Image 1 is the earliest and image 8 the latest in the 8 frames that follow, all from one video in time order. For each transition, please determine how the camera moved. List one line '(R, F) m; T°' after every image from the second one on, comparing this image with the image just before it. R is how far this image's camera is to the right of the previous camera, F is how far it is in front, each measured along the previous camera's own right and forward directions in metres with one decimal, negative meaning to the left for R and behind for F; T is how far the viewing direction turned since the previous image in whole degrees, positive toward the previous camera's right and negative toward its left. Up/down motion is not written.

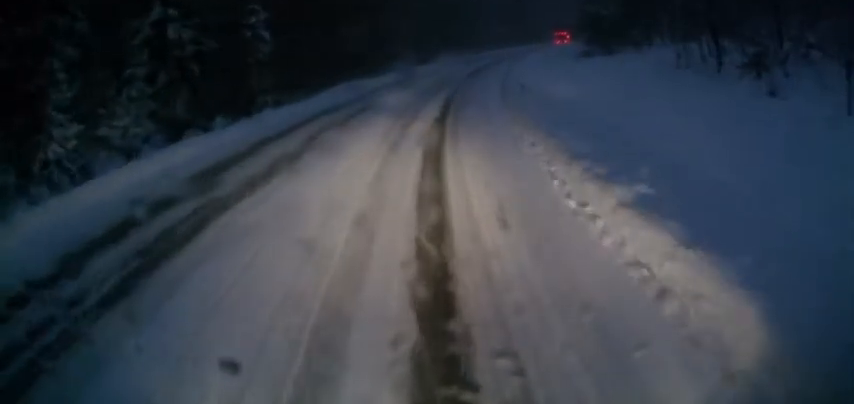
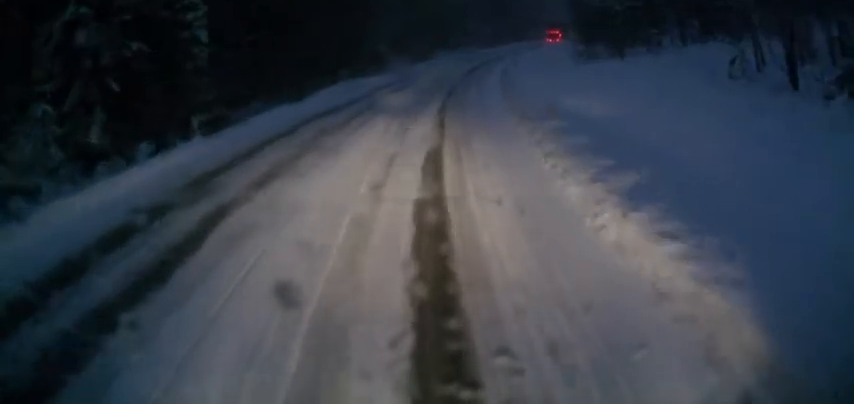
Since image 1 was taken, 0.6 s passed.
(-0.2, +6.2) m; 0°
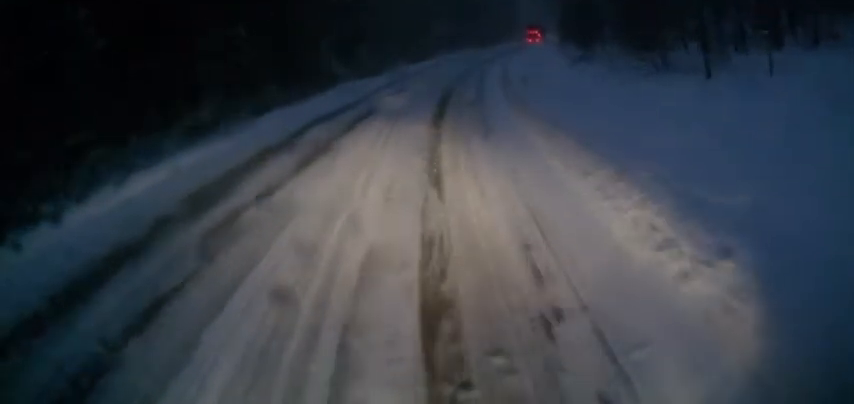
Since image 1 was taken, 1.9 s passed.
(+0.8, +12.9) m; +10°
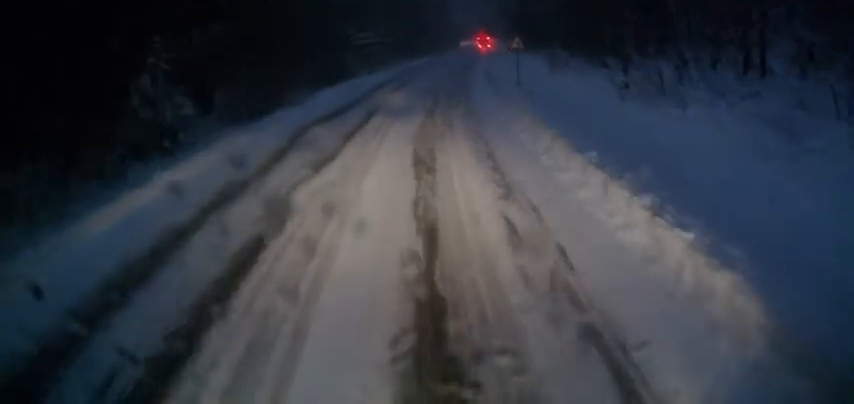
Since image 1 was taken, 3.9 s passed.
(+1.9, +19.4) m; +5°
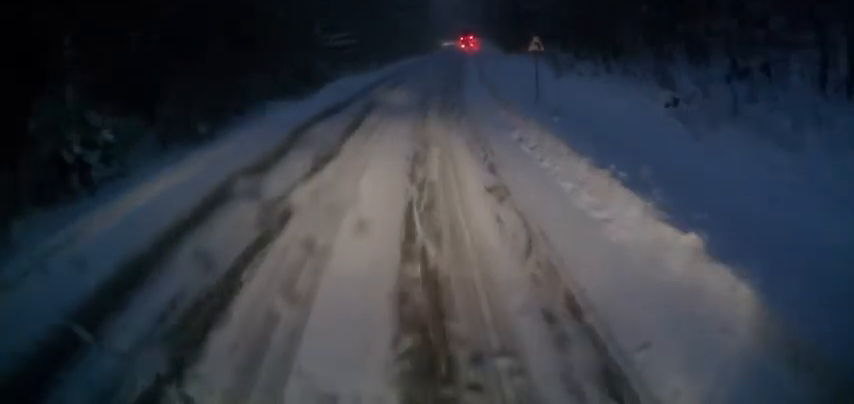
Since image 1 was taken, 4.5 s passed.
(-0.1, +5.3) m; 0°
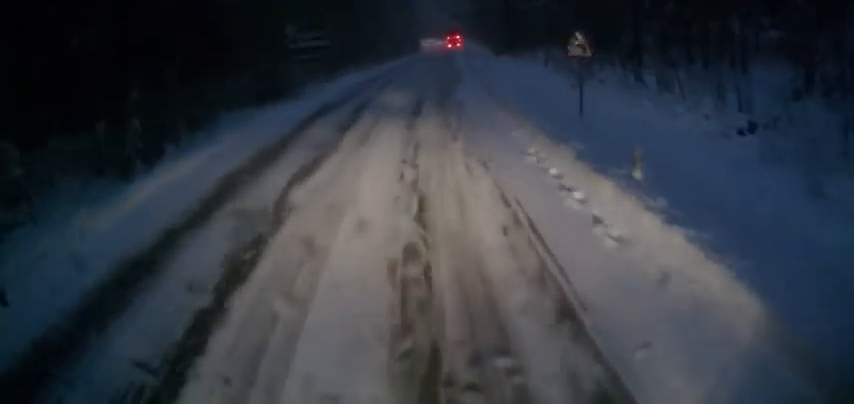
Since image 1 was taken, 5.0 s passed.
(-0.1, +4.3) m; +4°
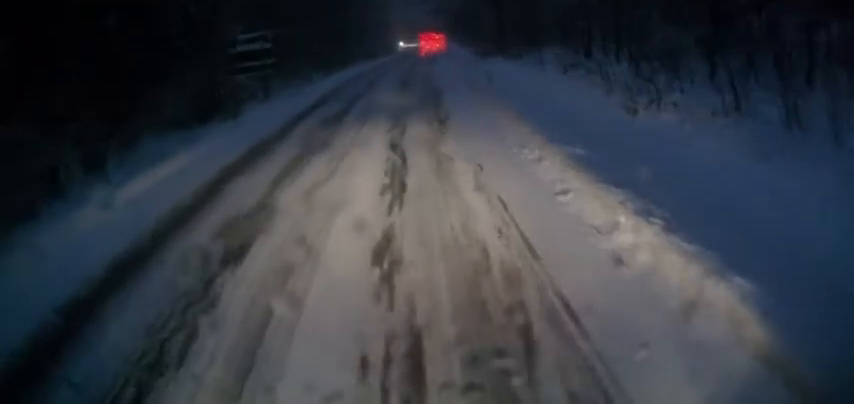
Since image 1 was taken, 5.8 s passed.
(+0.6, +7.8) m; +9°
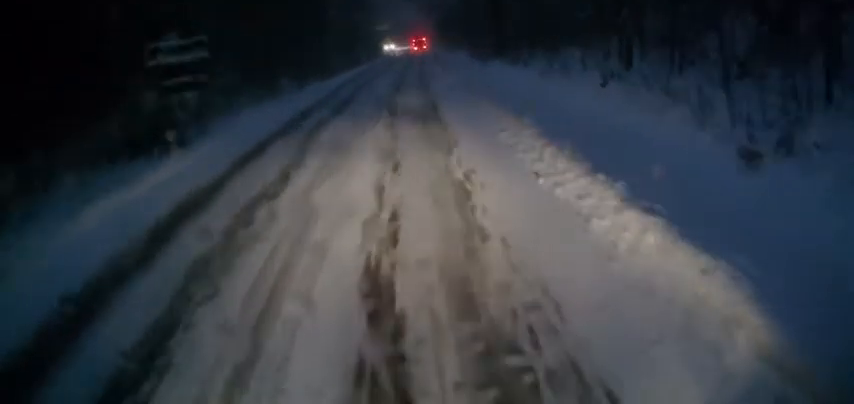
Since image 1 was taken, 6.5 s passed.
(+0.4, +6.4) m; +7°
